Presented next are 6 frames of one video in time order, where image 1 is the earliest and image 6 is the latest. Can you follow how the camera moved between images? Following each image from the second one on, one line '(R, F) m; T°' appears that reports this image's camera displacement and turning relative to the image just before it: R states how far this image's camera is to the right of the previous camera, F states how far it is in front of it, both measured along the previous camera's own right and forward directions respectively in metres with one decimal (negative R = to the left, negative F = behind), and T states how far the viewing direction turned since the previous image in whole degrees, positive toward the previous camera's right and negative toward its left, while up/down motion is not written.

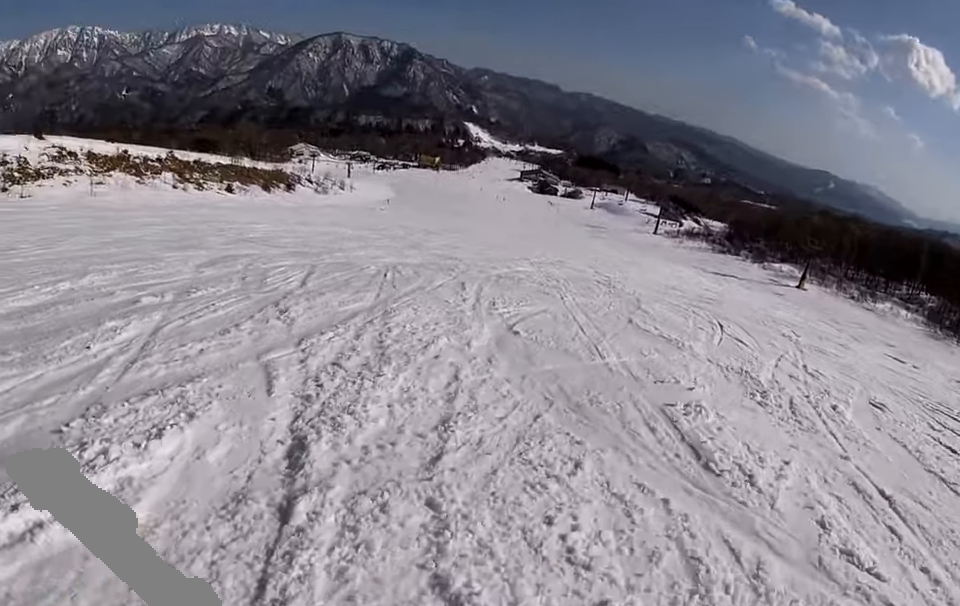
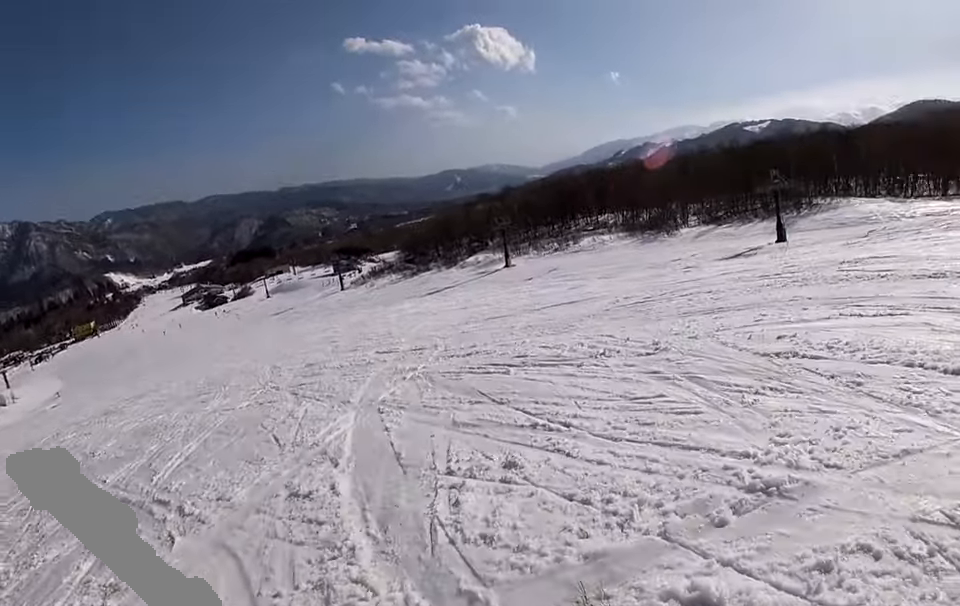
(-3.2, +10.1) m; +9°
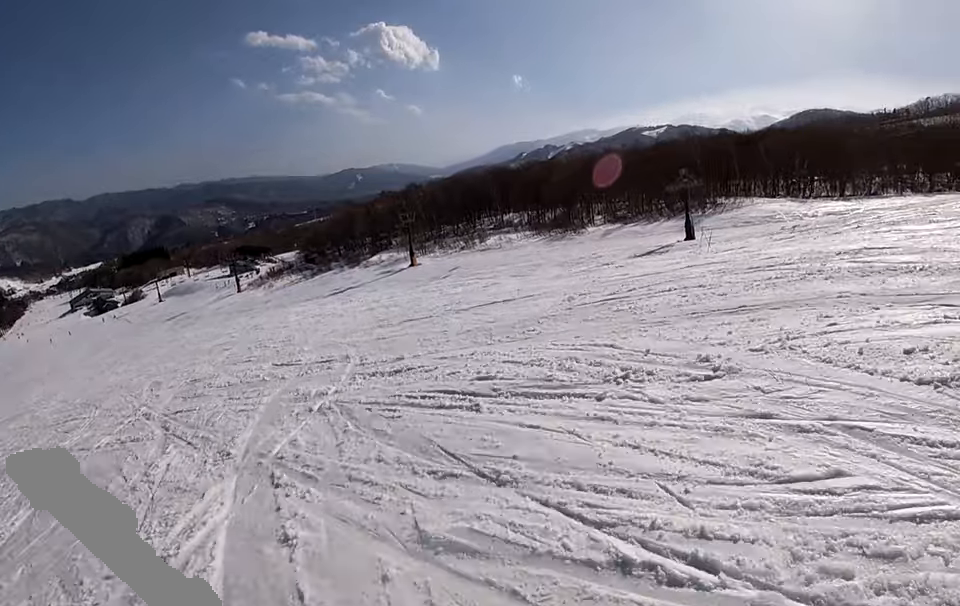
(+0.8, +2.7) m; +9°
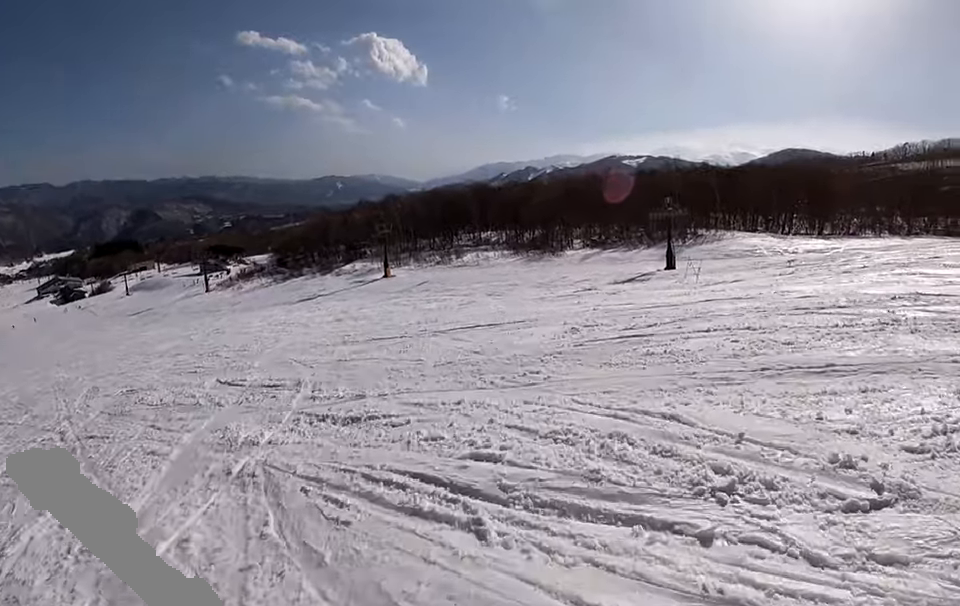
(+0.3, +2.2) m; +7°
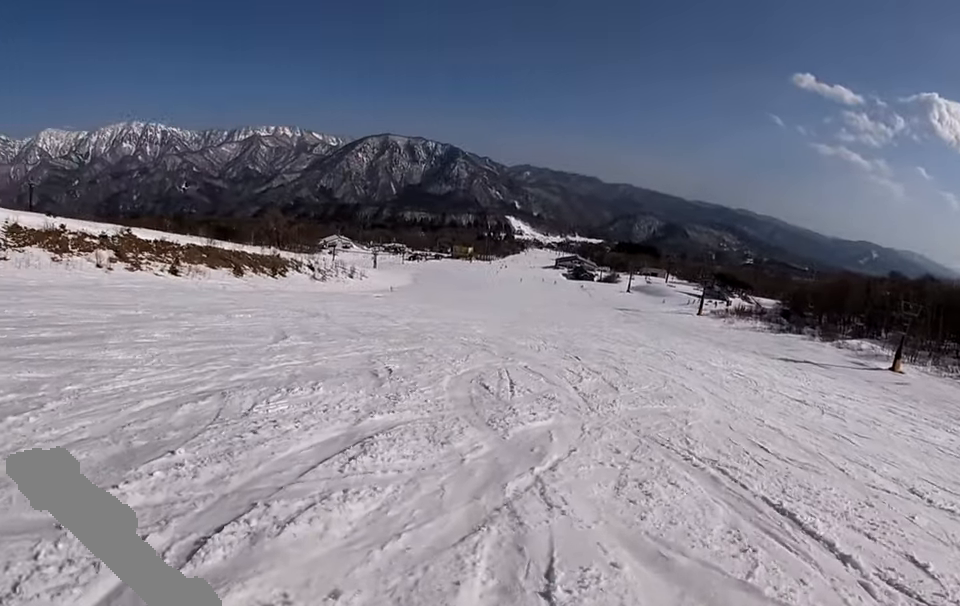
(-1.8, +9.3) m; -33°
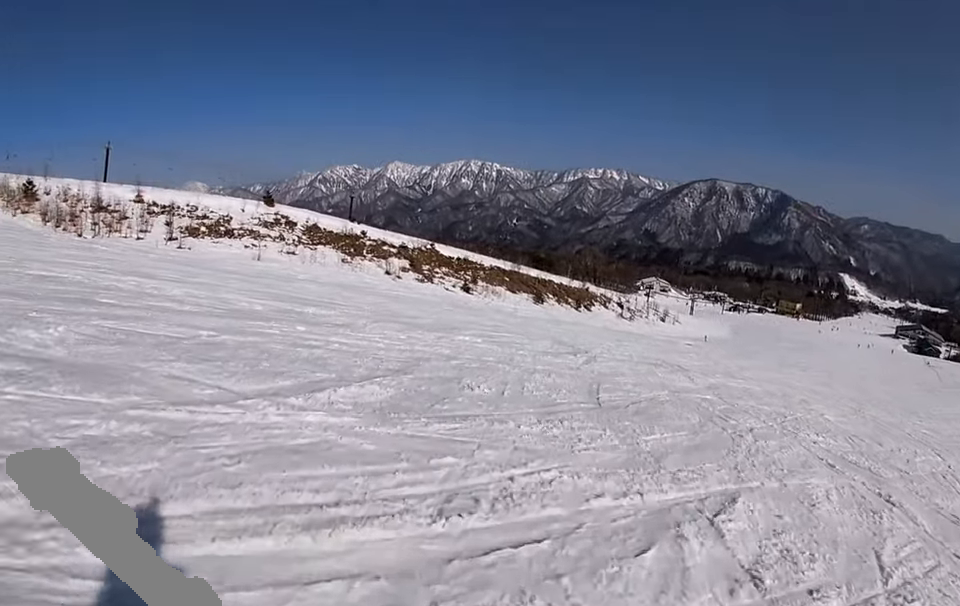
(-3.4, +9.6) m; -38°
